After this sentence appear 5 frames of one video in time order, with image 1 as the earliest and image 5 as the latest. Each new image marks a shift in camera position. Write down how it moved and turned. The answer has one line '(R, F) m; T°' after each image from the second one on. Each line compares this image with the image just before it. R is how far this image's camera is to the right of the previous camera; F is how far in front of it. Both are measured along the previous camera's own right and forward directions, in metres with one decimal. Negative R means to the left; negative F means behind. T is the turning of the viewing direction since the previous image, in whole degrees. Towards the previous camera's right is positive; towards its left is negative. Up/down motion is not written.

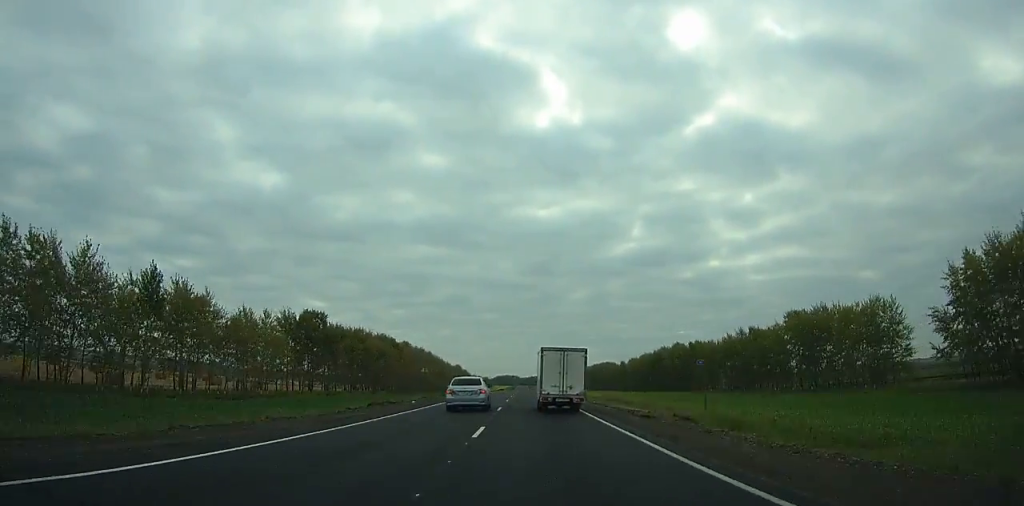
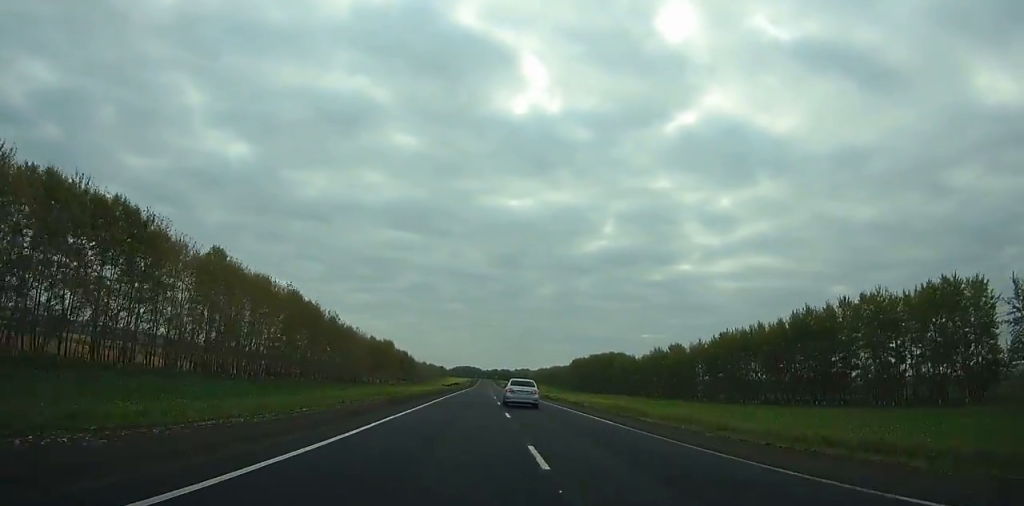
(+0.8, +104.3) m; +2°
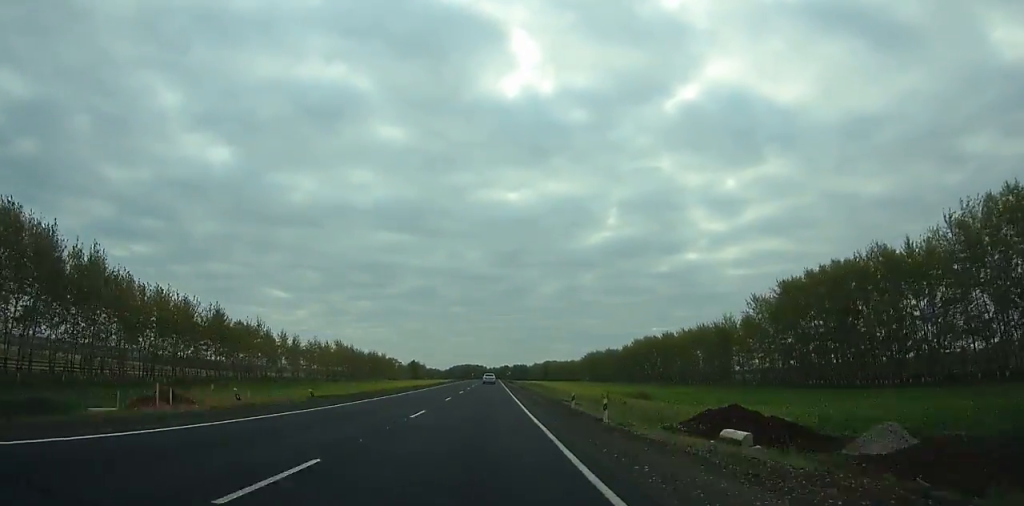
(+6.7, +204.6) m; -3°
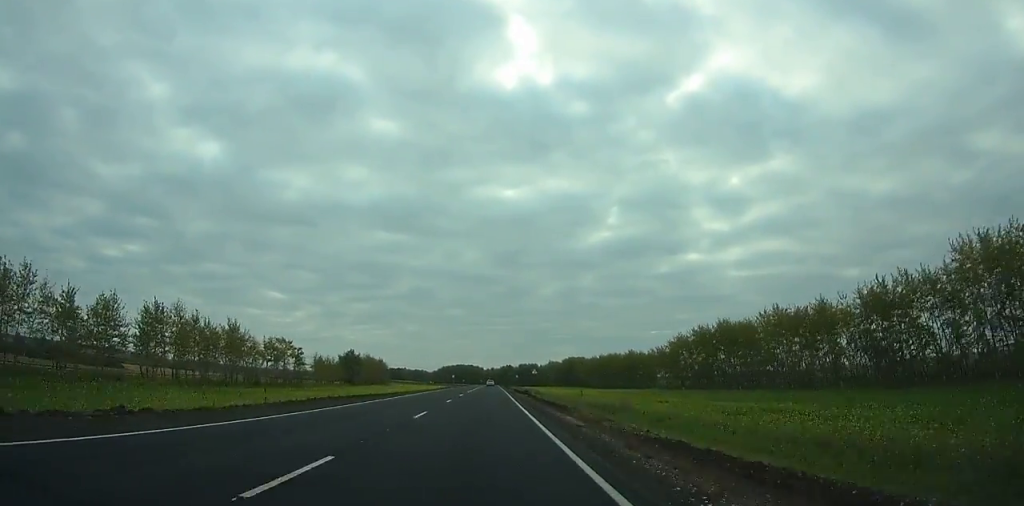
(+2.6, +145.7) m; +3°
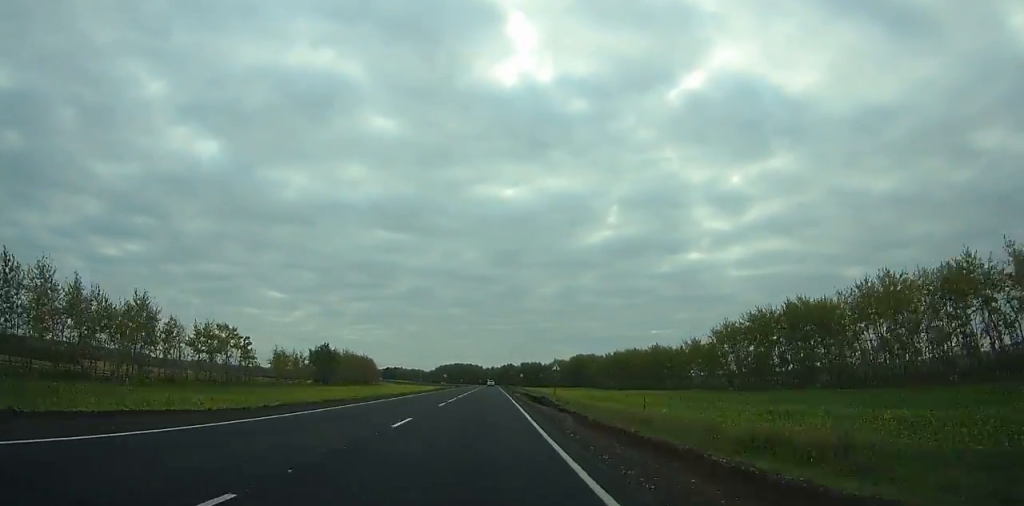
(+0.1, +27.7) m; 0°
